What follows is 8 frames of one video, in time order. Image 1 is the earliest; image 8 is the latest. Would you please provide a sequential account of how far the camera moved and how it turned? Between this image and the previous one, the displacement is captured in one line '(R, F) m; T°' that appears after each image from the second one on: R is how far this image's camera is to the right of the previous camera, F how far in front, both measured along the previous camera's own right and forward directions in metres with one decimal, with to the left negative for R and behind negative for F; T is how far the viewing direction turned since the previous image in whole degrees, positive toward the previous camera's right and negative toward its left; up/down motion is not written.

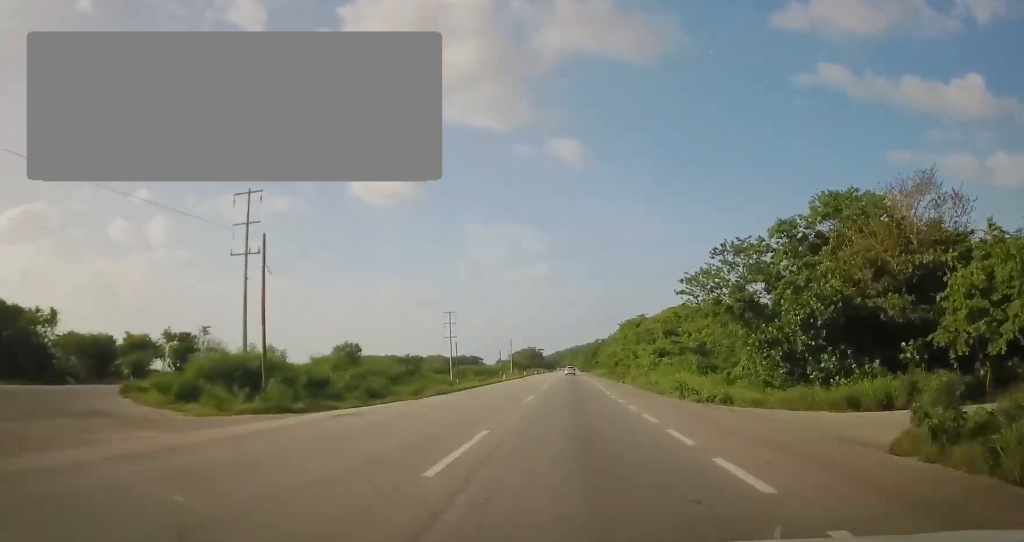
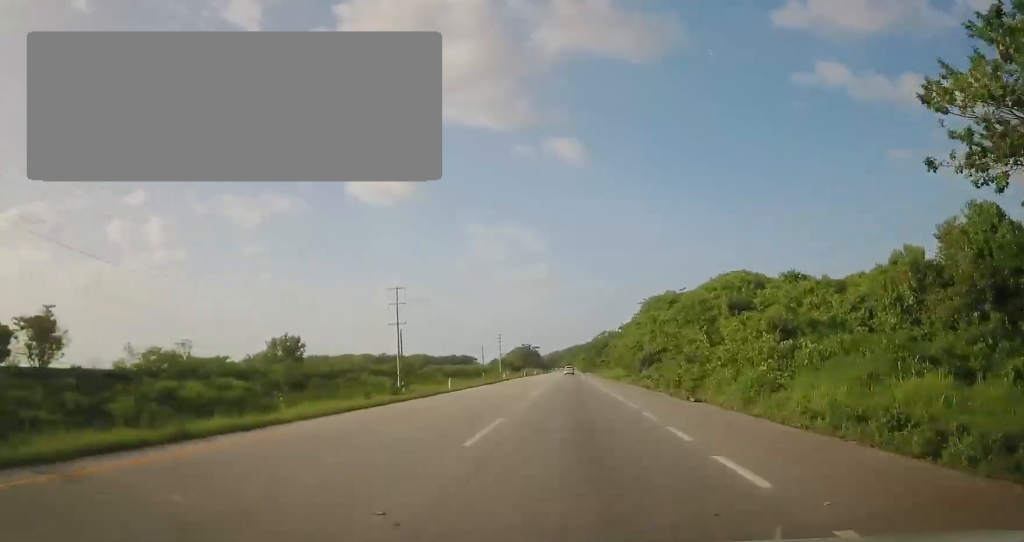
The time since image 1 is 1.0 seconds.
(+0.1, +29.2) m; +1°
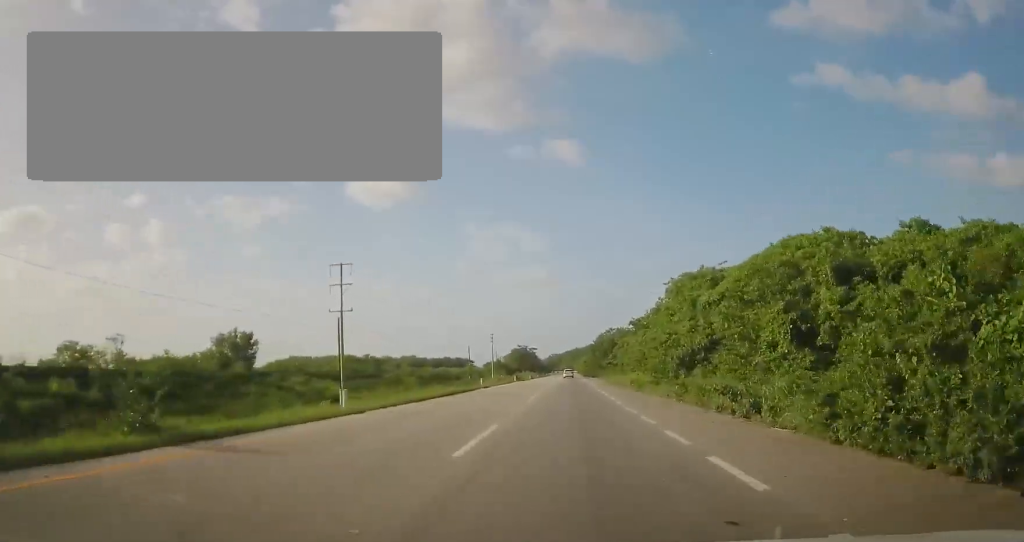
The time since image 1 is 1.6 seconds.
(+0.4, +16.7) m; 0°
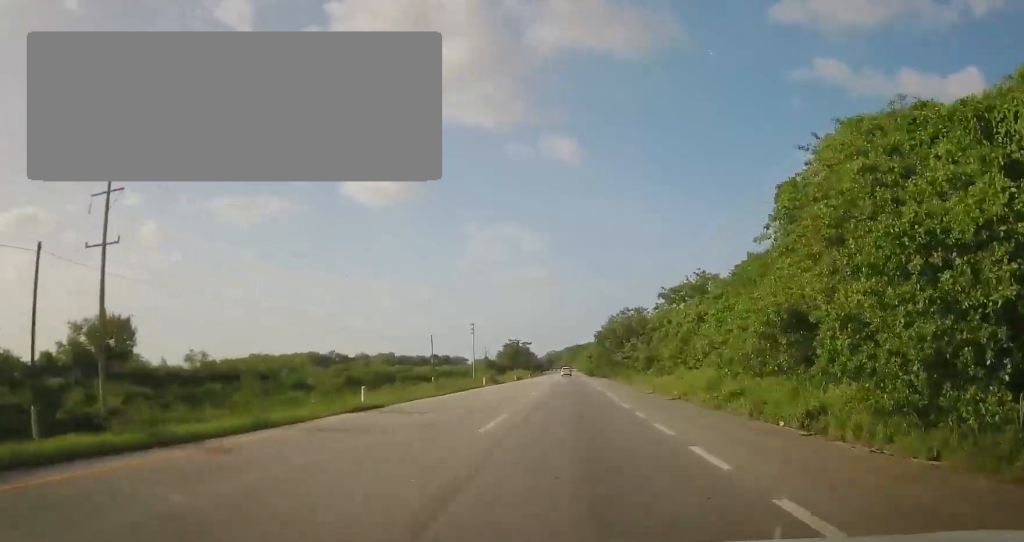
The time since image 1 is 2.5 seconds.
(-0.1, +28.0) m; -1°
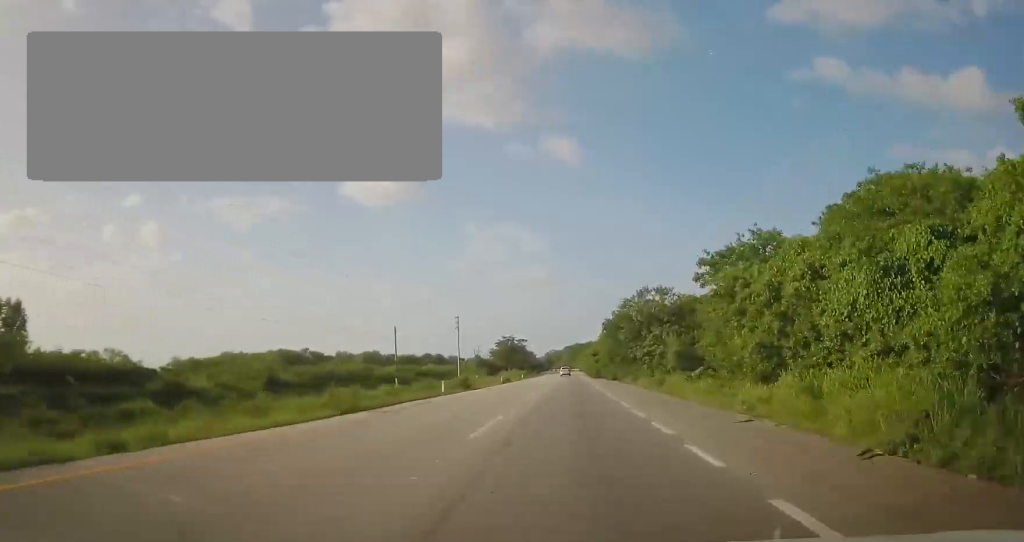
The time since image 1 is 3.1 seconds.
(-0.1, +16.7) m; 0°
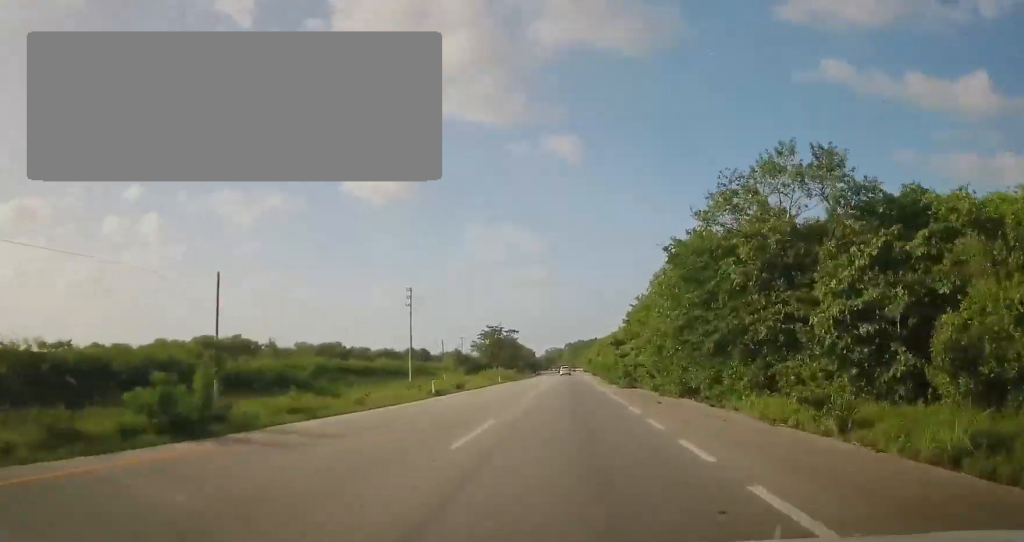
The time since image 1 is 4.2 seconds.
(-0.1, +33.4) m; 0°
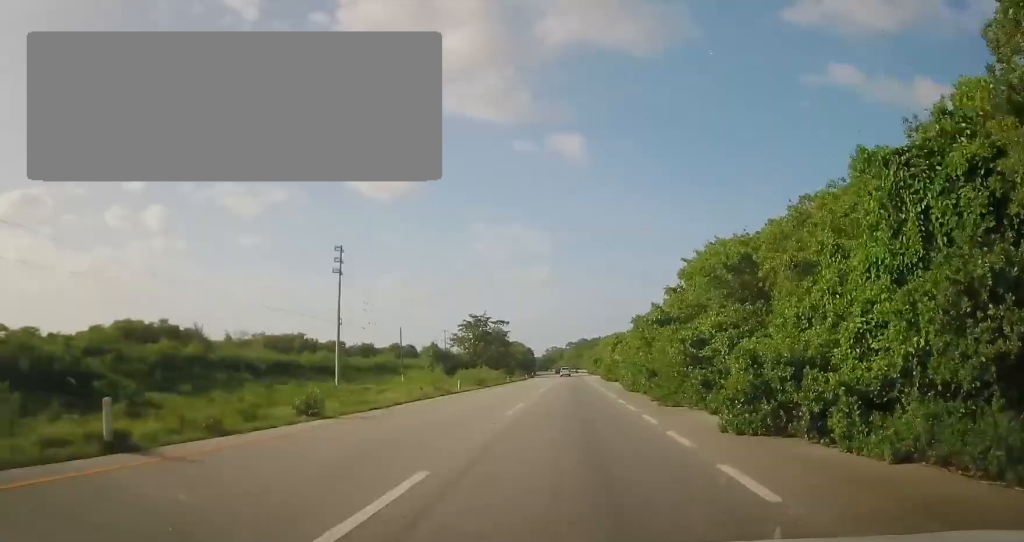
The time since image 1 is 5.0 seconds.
(+0.1, +23.9) m; 0°
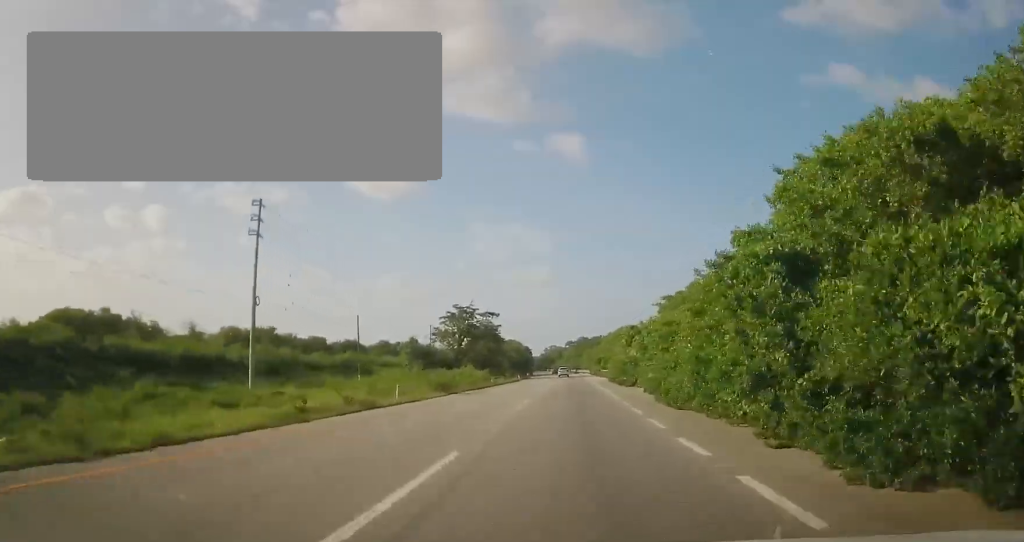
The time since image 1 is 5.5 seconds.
(+0.1, +13.9) m; 0°
